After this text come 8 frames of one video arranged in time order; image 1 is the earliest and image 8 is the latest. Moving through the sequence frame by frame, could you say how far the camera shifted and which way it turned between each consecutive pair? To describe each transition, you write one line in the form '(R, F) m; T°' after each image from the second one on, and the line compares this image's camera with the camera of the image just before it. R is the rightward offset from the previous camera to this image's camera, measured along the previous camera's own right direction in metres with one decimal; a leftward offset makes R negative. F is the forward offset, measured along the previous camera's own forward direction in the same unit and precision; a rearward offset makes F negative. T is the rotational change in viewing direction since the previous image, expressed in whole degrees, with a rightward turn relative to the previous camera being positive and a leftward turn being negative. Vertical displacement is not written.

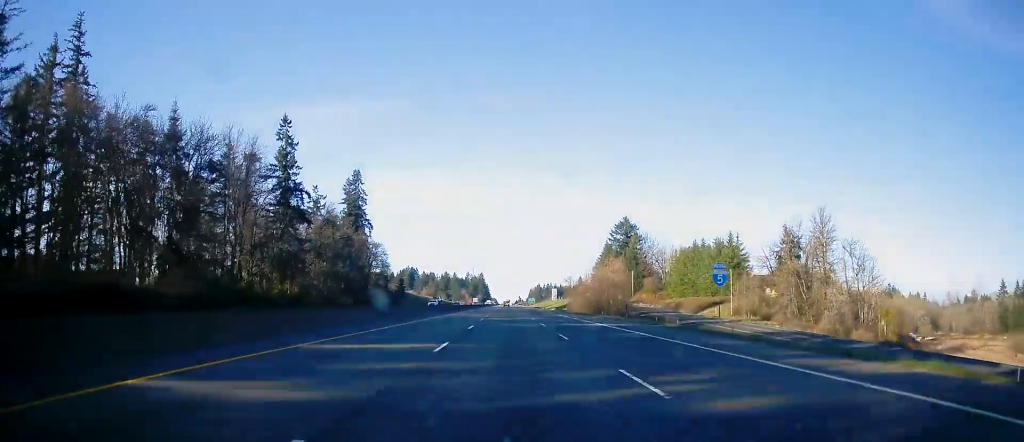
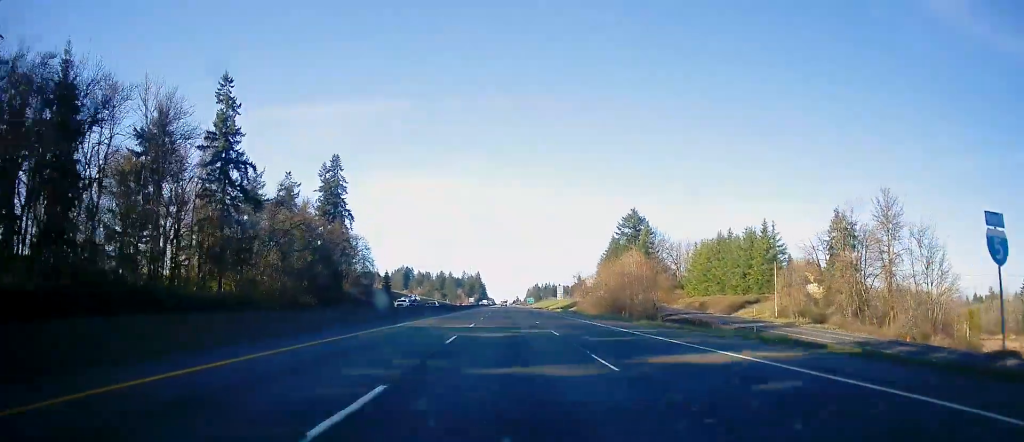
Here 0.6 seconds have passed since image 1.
(0.0, +21.1) m; 0°
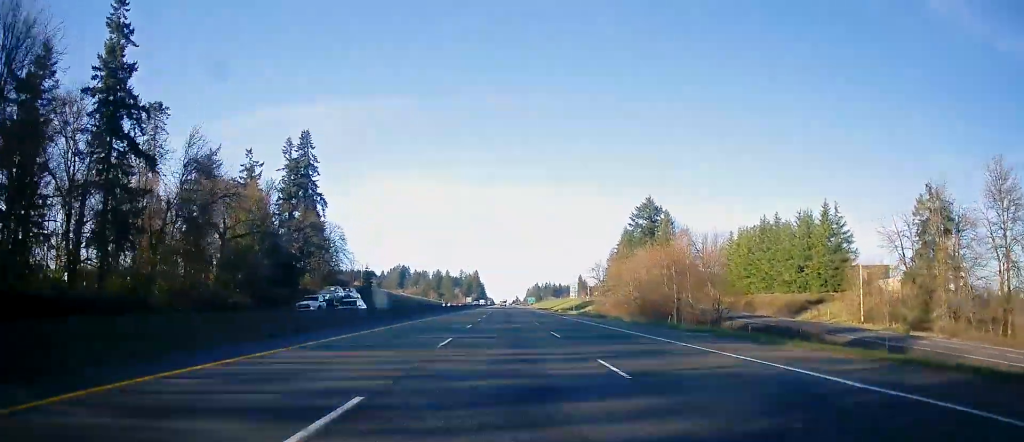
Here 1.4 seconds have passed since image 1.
(-0.2, +25.5) m; 0°
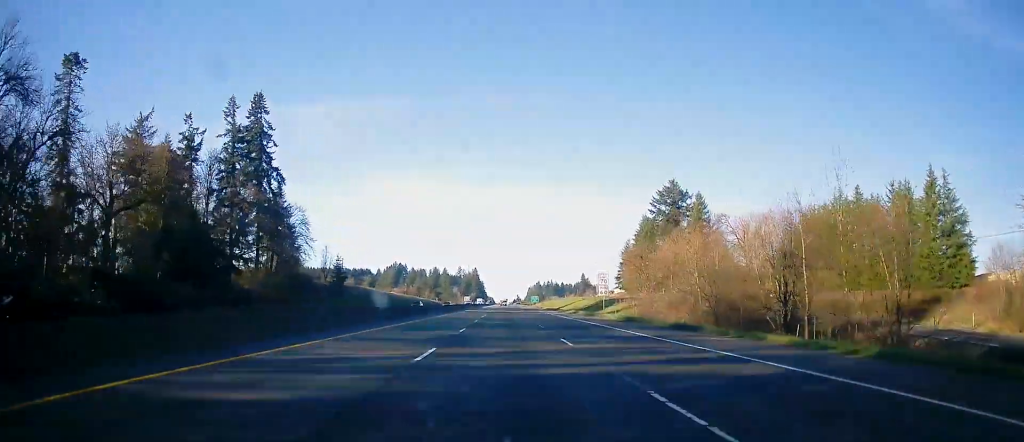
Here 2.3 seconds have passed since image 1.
(+0.1, +28.8) m; +1°
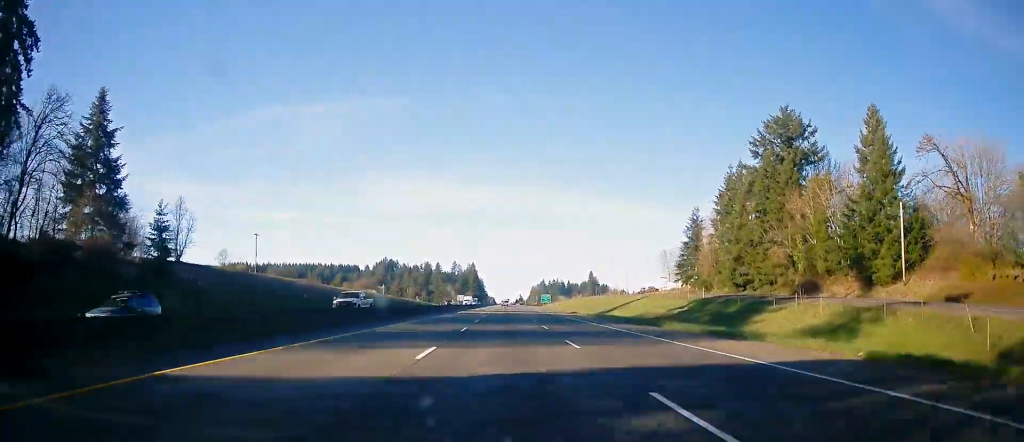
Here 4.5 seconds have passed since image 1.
(+0.1, +73.1) m; -1°
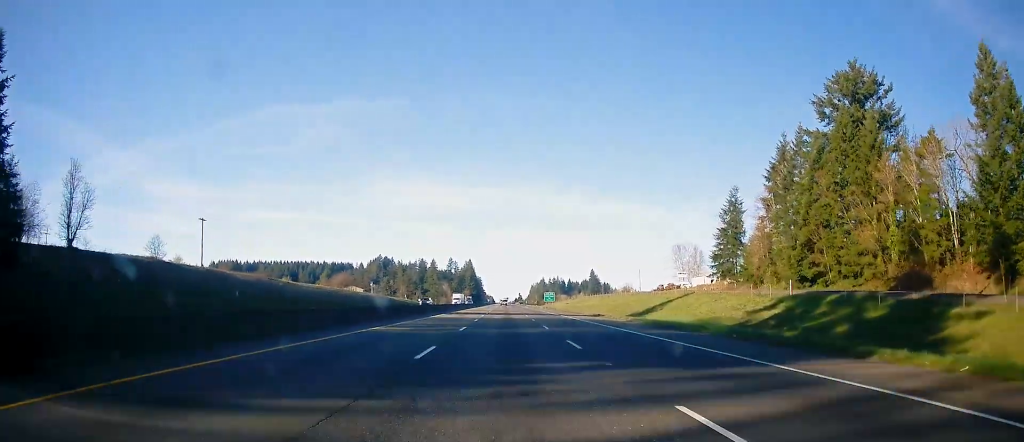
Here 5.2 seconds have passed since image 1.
(-0.1, +24.3) m; 0°
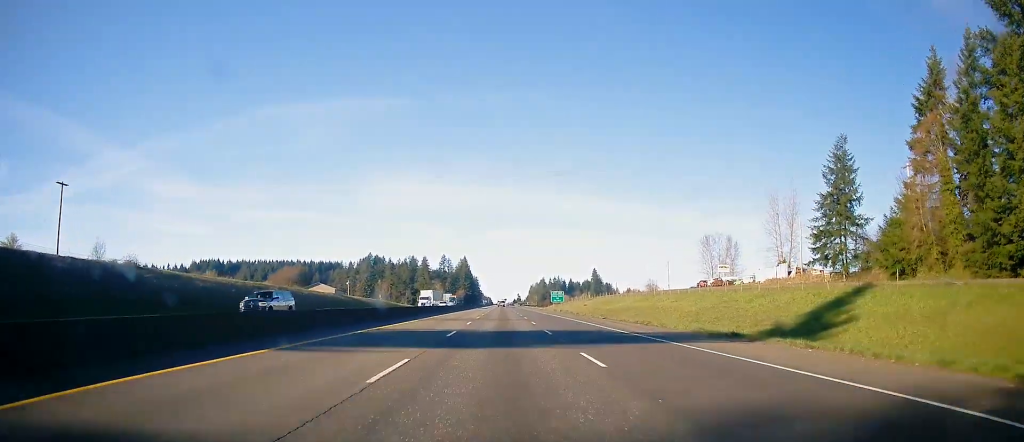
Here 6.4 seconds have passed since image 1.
(+0.3, +39.8) m; +1°
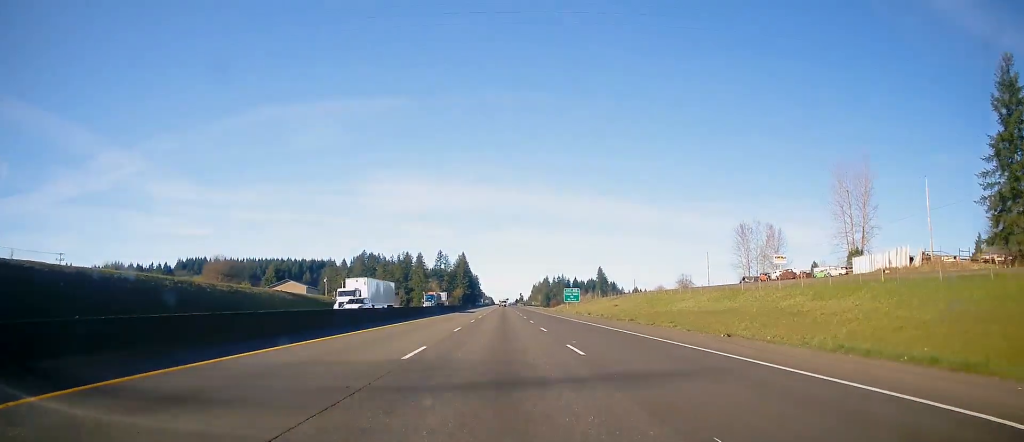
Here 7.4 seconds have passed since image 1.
(+0.1, +33.1) m; 0°
